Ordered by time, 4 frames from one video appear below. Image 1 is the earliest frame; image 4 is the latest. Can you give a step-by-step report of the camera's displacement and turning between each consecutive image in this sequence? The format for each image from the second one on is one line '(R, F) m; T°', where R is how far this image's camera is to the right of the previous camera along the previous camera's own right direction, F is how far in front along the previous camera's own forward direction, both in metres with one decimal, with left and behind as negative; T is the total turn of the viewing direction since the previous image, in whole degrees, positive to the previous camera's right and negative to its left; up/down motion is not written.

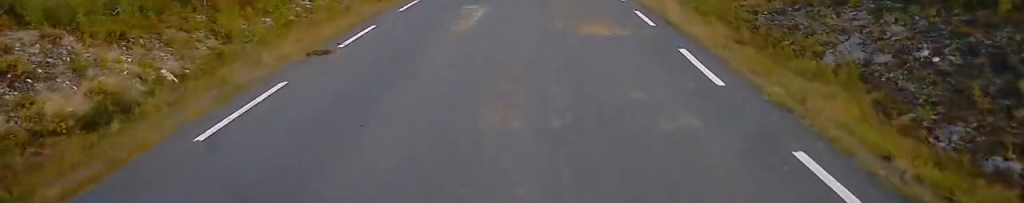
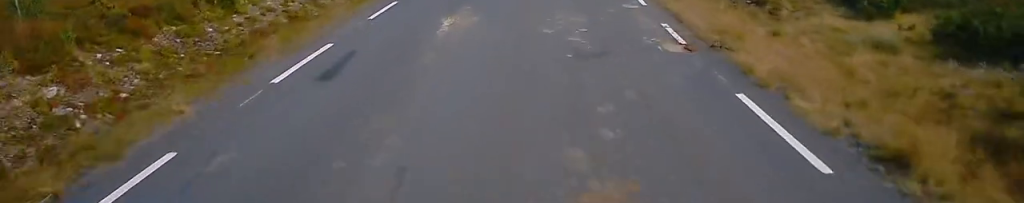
(+0.2, +21.4) m; +2°
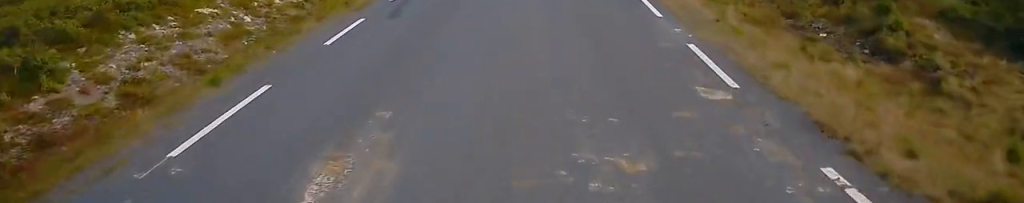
(0.0, +8.8) m; 0°
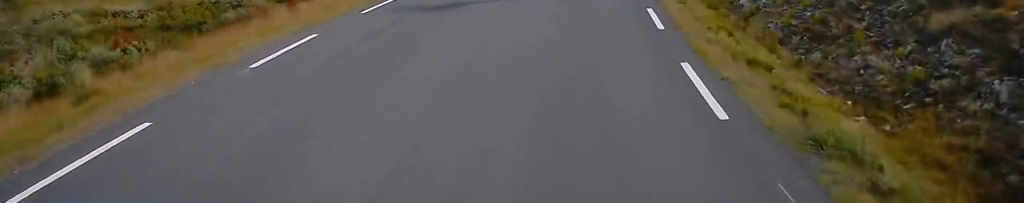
(+3.6, +66.3) m; +9°
